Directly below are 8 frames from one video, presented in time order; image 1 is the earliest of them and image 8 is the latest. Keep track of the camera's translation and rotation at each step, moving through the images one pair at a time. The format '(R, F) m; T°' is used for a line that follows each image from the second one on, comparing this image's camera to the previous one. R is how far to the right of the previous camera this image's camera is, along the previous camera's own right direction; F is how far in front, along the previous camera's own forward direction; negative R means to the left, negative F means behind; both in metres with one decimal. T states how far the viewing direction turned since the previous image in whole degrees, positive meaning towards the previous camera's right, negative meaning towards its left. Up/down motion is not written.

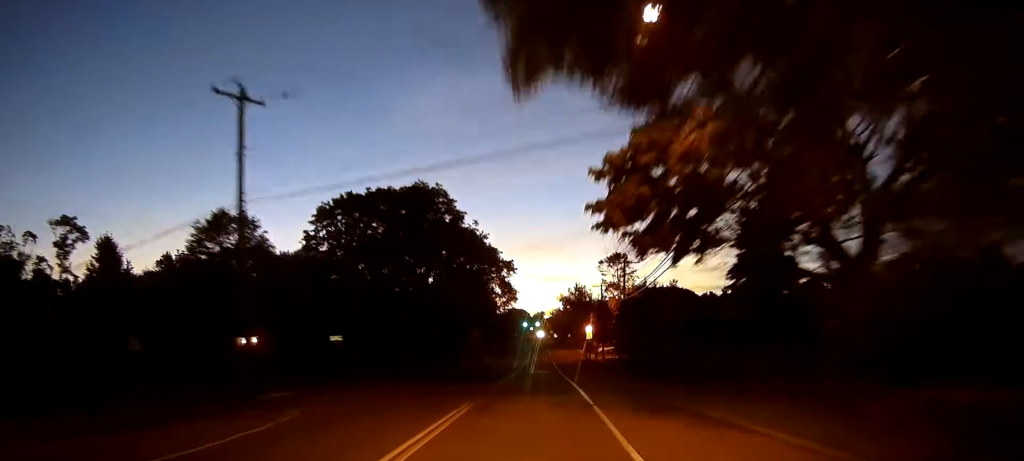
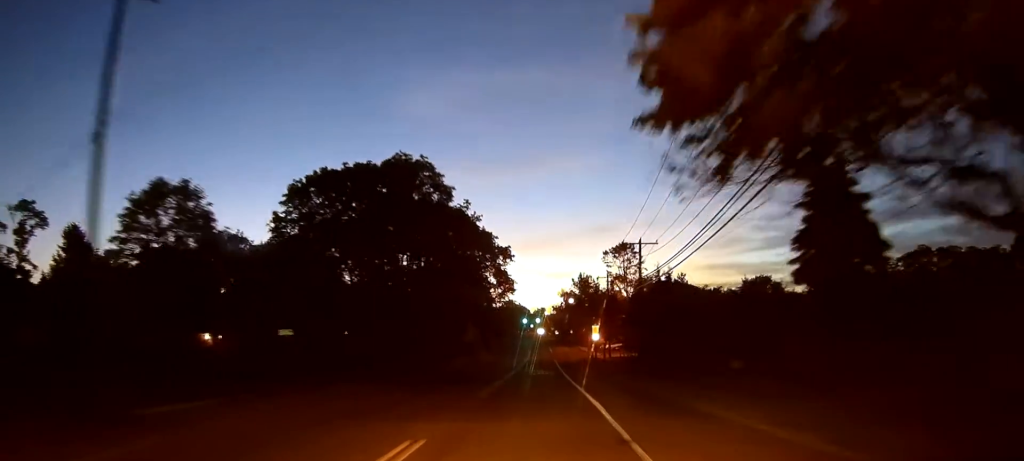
(0.0, +8.3) m; 0°
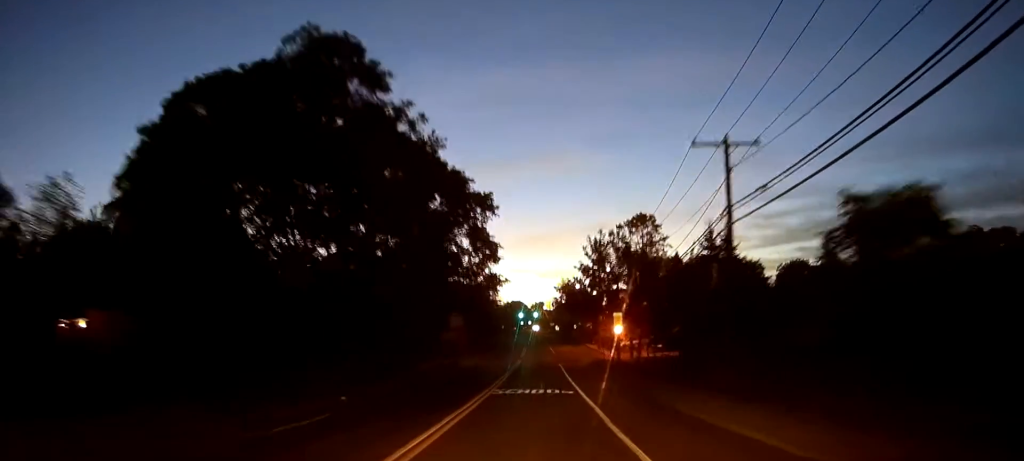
(0.0, +22.1) m; 0°
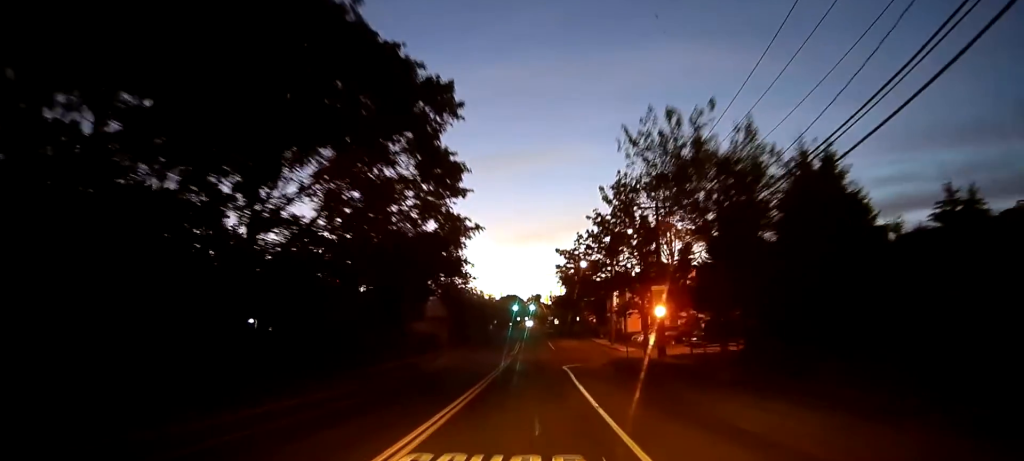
(+0.1, +18.2) m; +1°
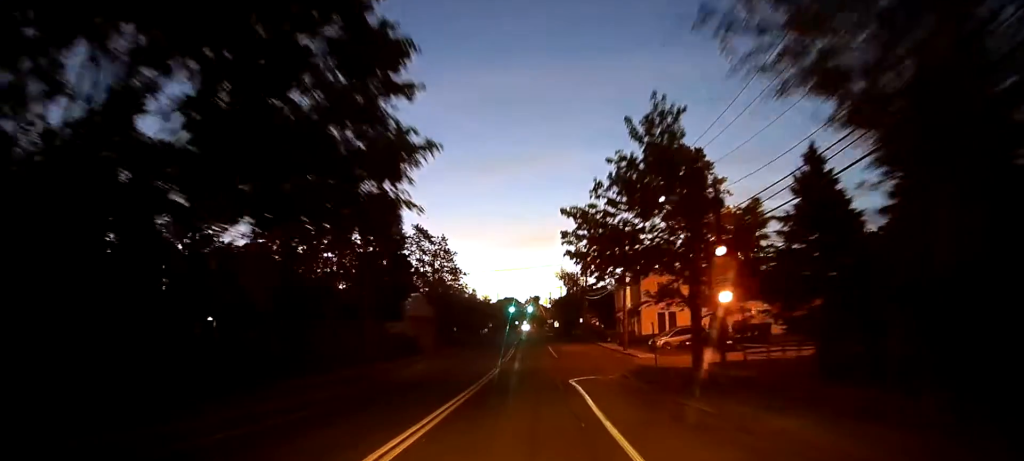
(+0.1, +11.3) m; 0°
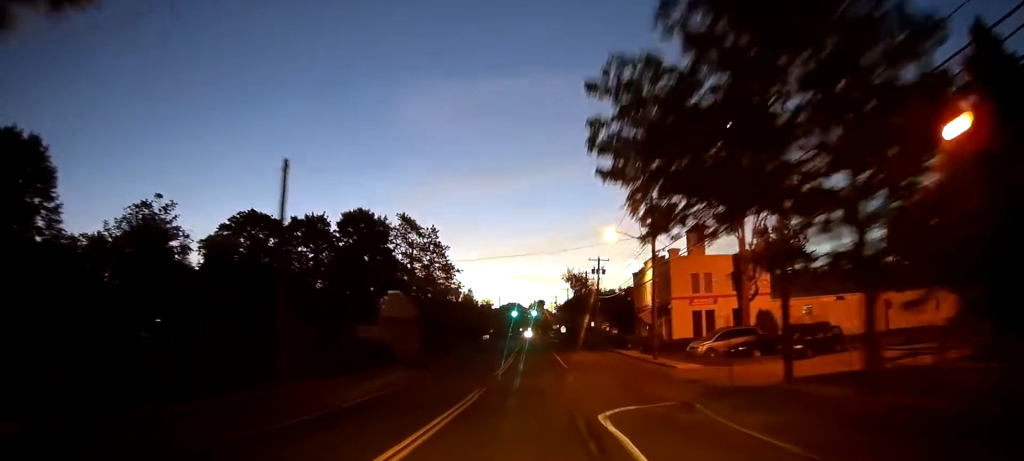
(-0.1, +12.5) m; -1°
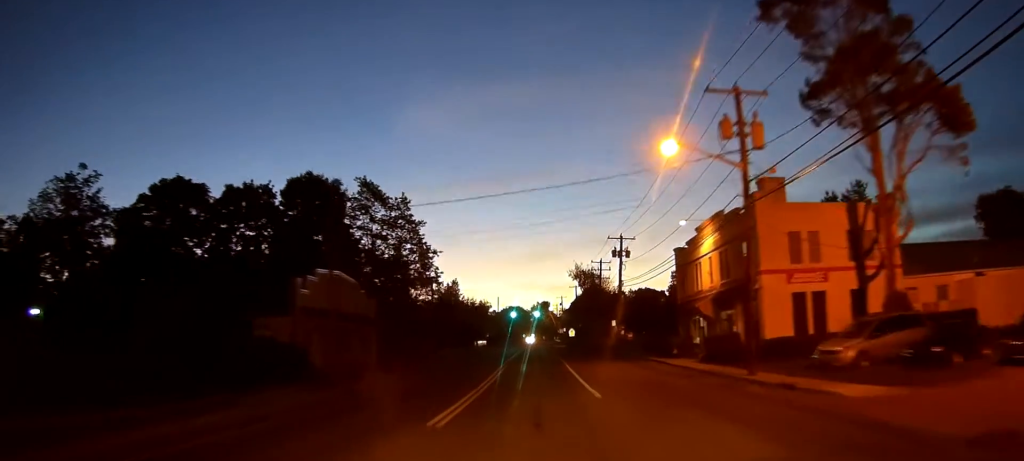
(-0.2, +19.5) m; 0°
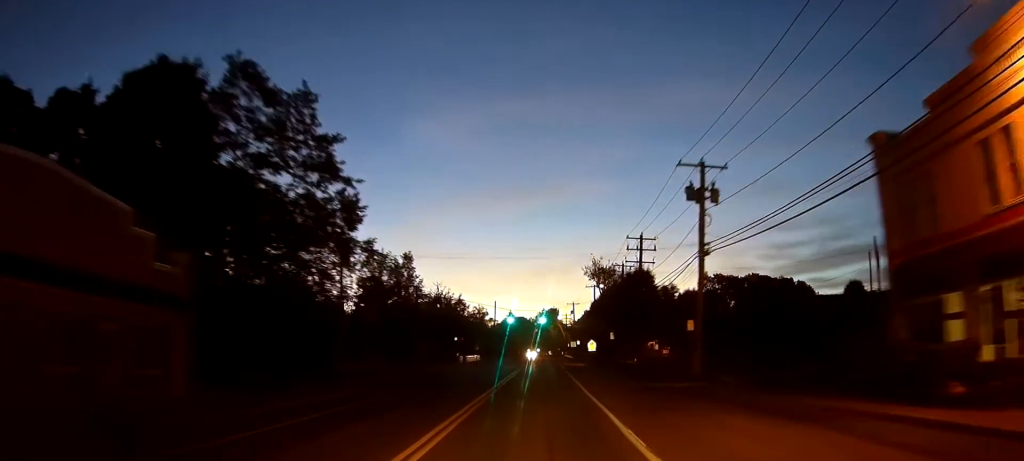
(+0.1, +28.4) m; 0°
